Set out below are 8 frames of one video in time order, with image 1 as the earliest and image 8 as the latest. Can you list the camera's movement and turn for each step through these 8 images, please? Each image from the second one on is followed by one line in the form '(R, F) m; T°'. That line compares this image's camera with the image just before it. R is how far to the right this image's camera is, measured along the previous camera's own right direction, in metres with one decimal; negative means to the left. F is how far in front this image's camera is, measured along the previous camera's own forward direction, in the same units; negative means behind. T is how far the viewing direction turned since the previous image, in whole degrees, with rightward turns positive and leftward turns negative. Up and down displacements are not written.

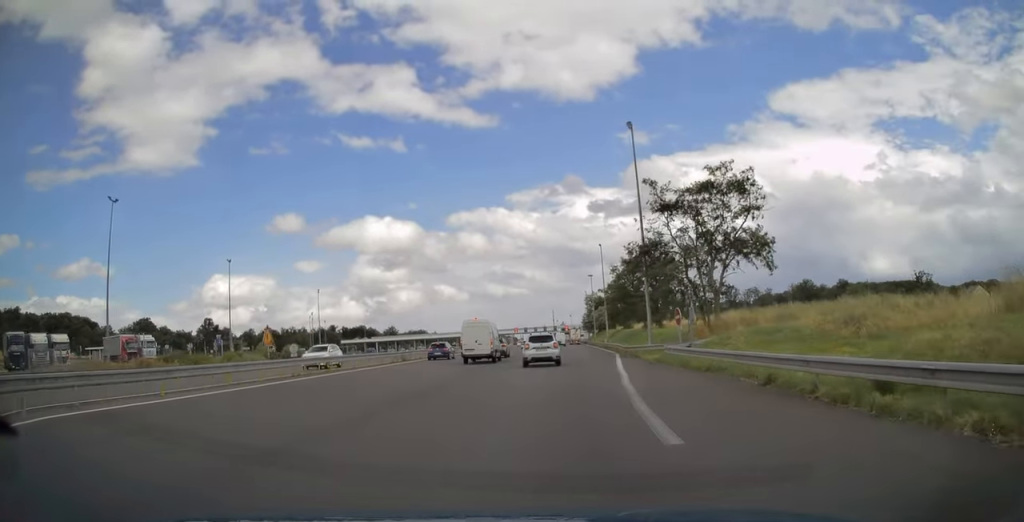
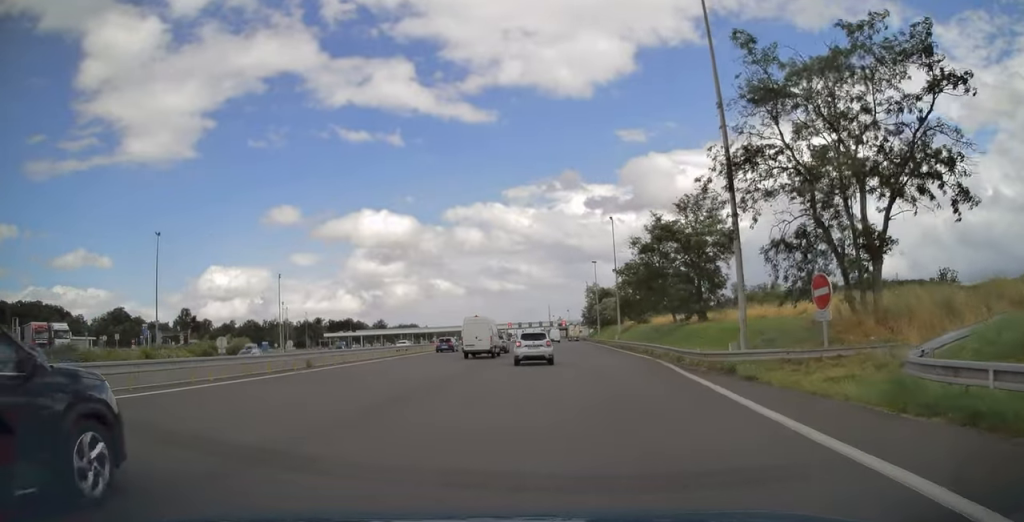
(+0.1, +19.6) m; +1°
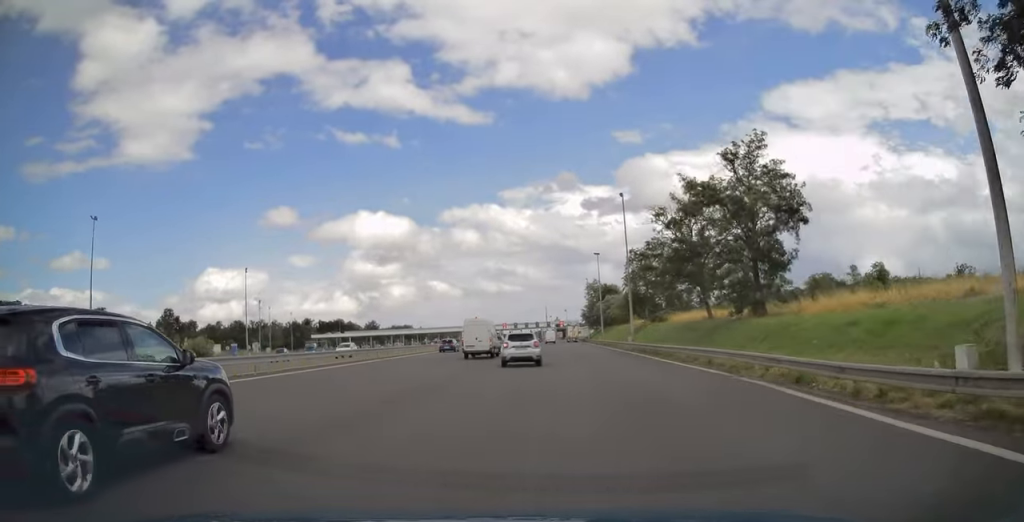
(+0.2, +13.3) m; 0°
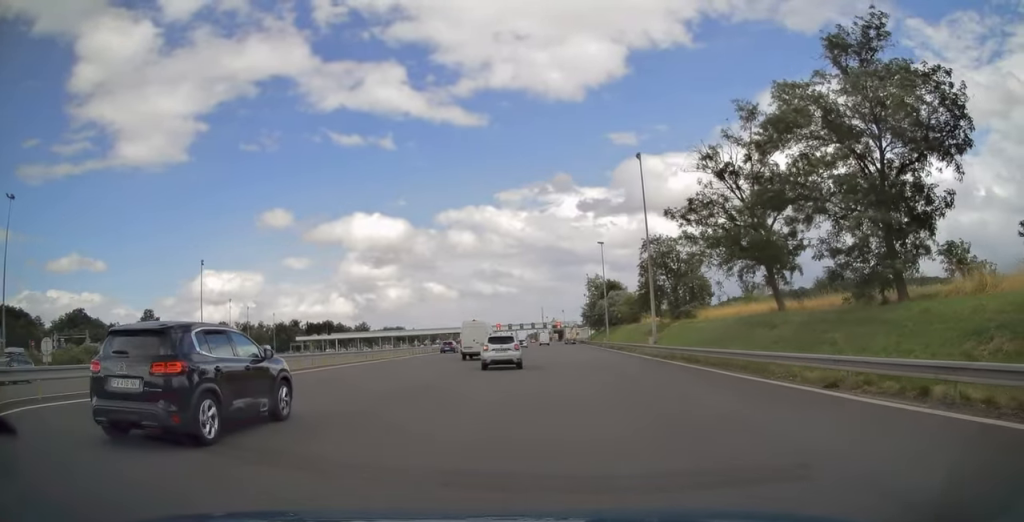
(-0.3, +14.3) m; 0°
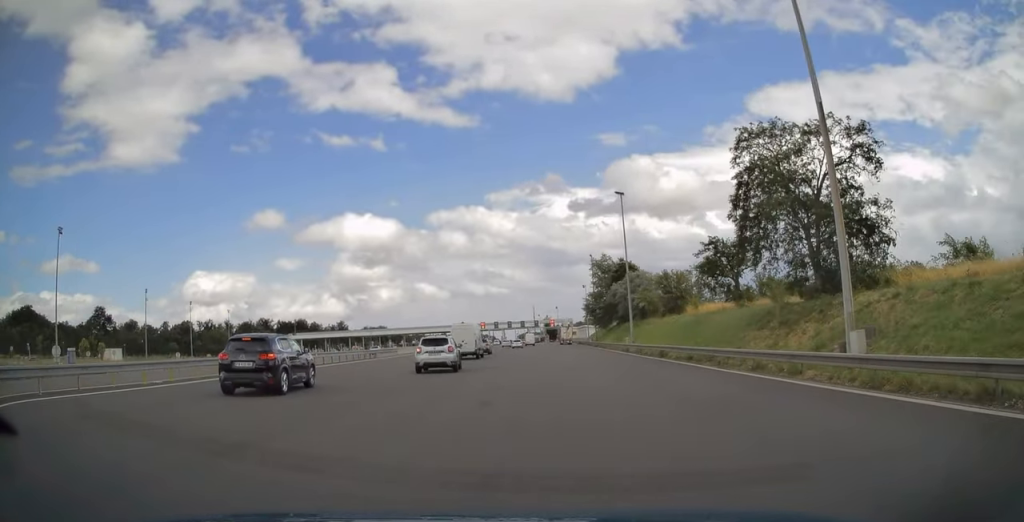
(+1.2, +32.6) m; +2°
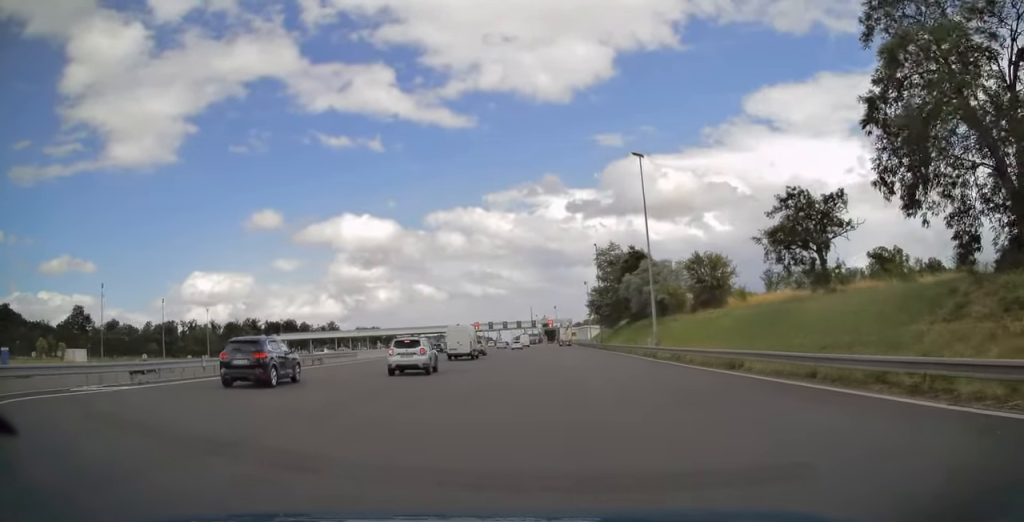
(-0.2, +13.8) m; -1°
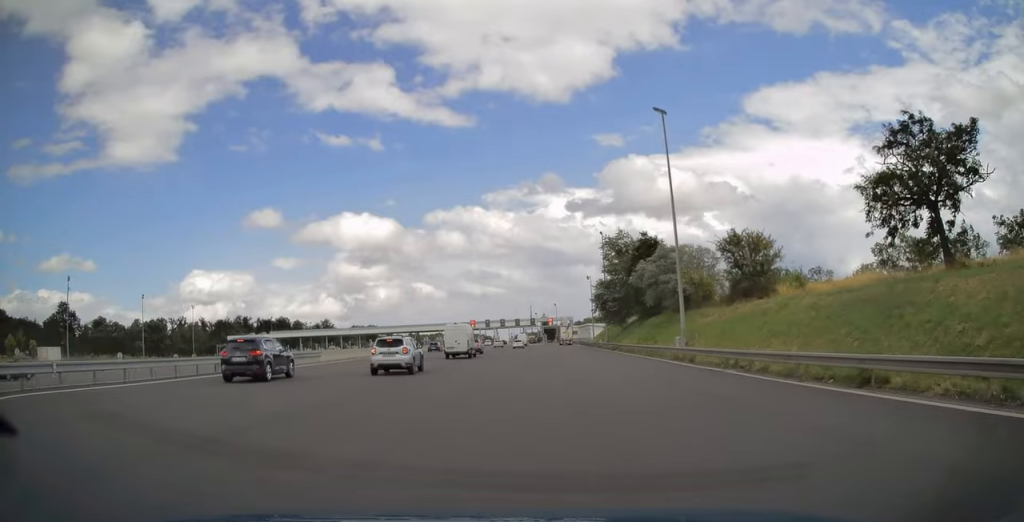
(-0.1, +9.8) m; -1°
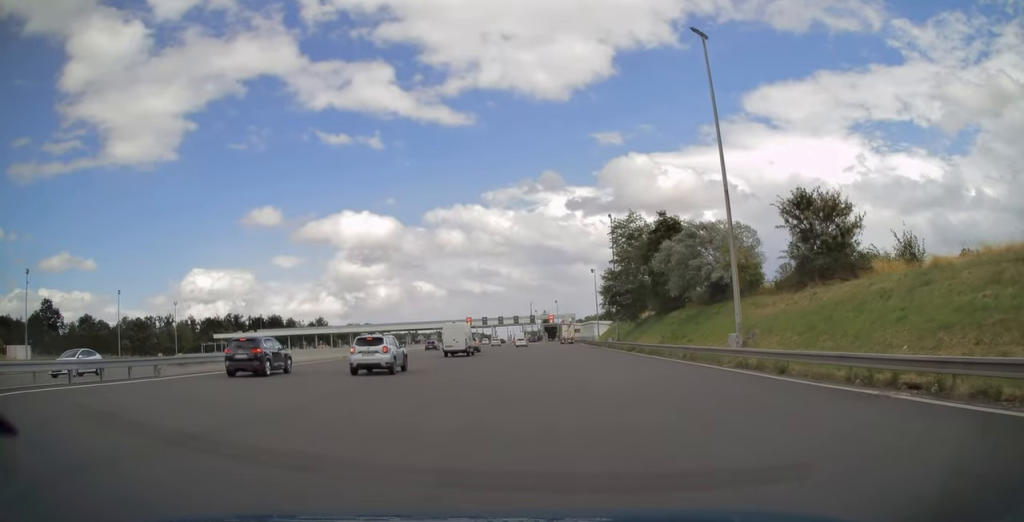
(0.0, +10.9) m; 0°
